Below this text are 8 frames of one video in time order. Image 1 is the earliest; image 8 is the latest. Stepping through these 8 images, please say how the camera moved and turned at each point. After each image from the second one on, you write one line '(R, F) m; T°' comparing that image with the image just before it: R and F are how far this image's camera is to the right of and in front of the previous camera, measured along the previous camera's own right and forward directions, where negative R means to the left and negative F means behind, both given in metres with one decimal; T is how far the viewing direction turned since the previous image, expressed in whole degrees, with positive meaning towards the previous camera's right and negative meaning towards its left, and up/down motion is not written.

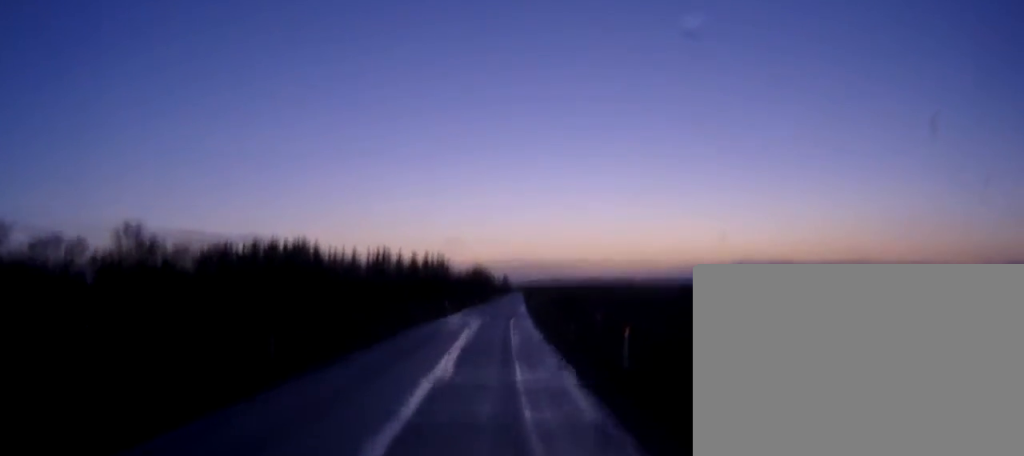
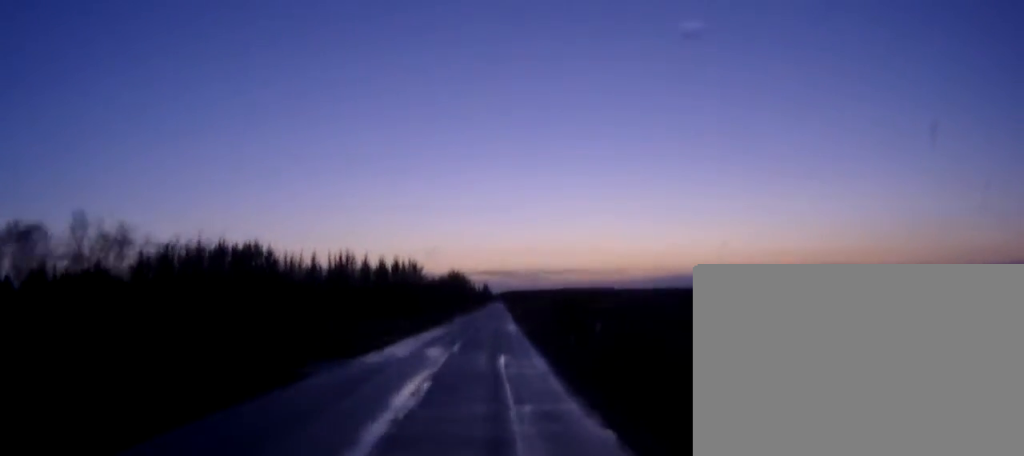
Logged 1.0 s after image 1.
(+0.1, +20.1) m; +1°
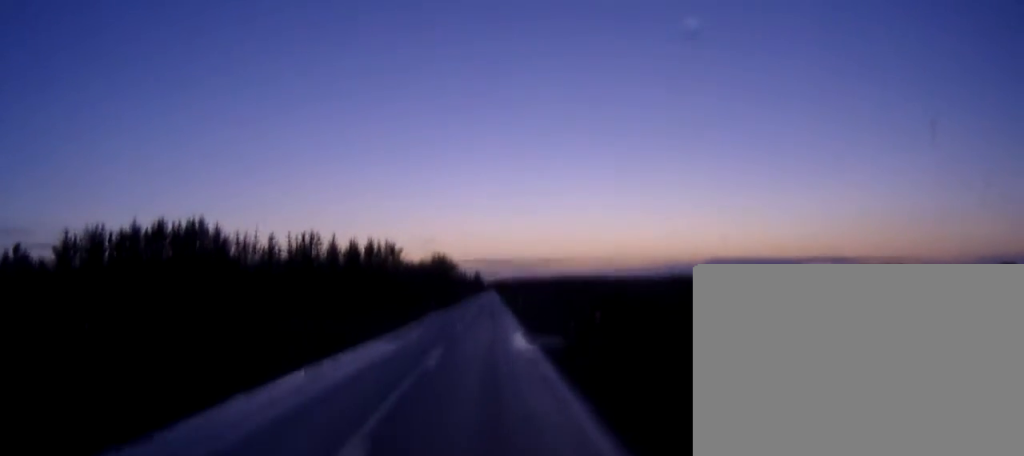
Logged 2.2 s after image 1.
(+0.1, +23.4) m; +1°
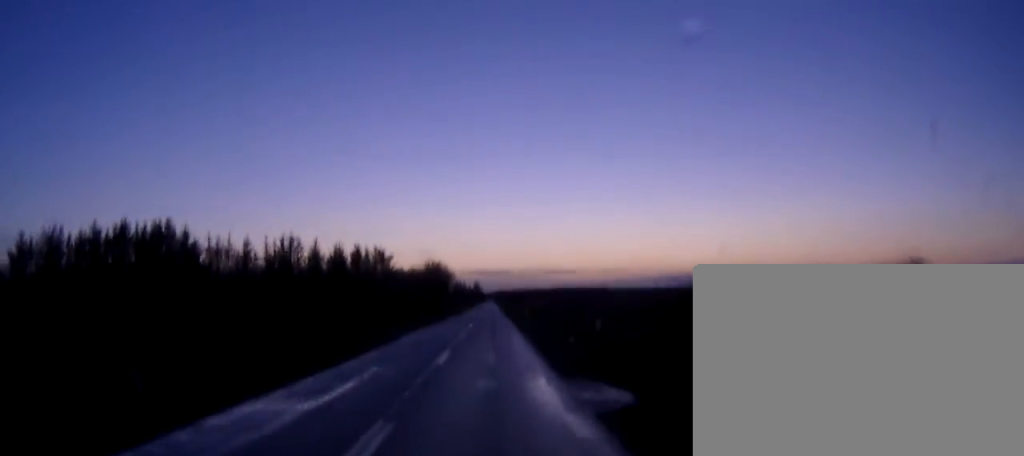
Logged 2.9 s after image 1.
(0.0, +12.3) m; 0°
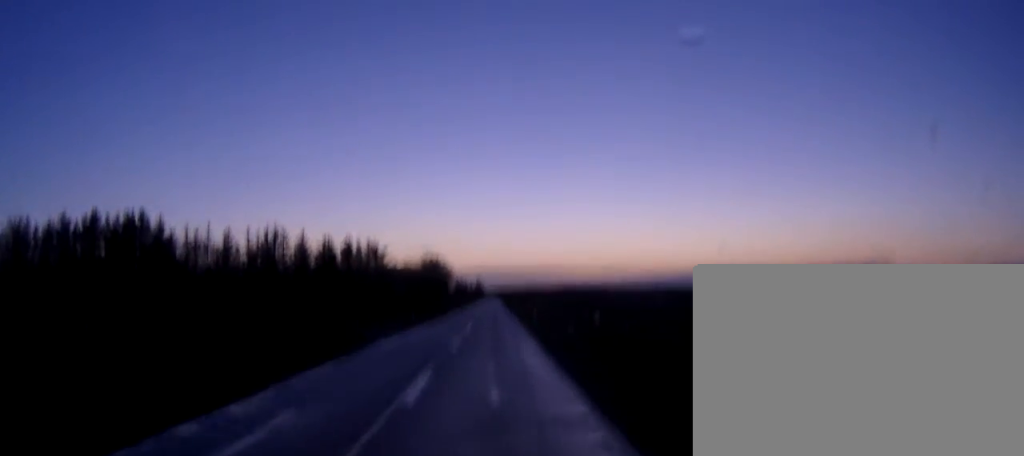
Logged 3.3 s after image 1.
(0.0, +9.1) m; 0°
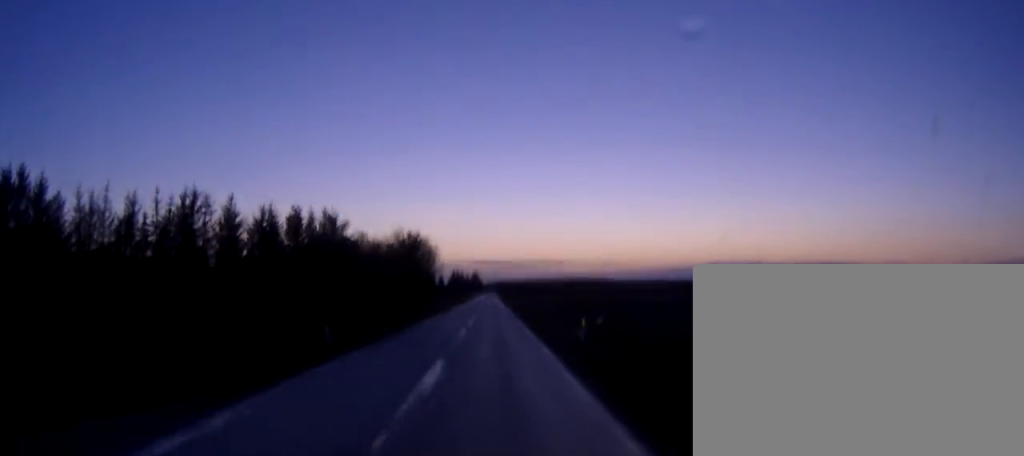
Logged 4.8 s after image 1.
(+0.1, +28.1) m; 0°
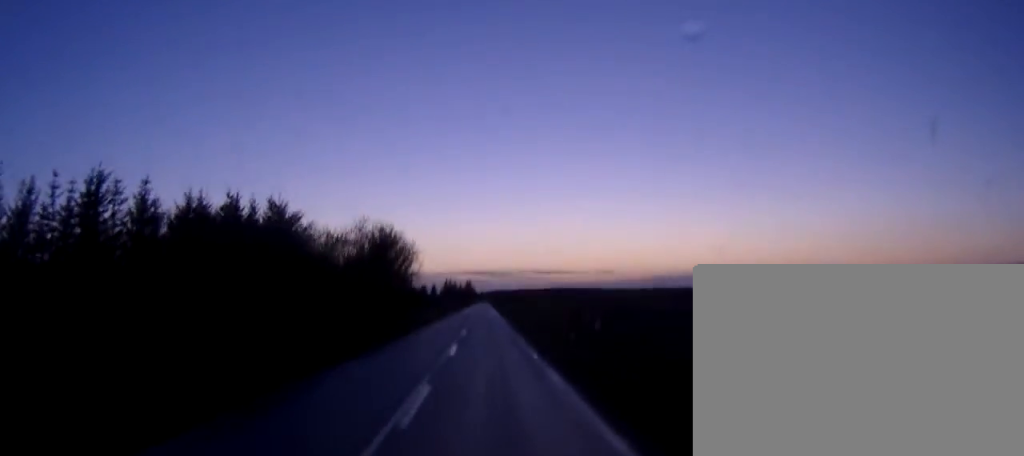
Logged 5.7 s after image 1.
(0.0, +18.3) m; 0°
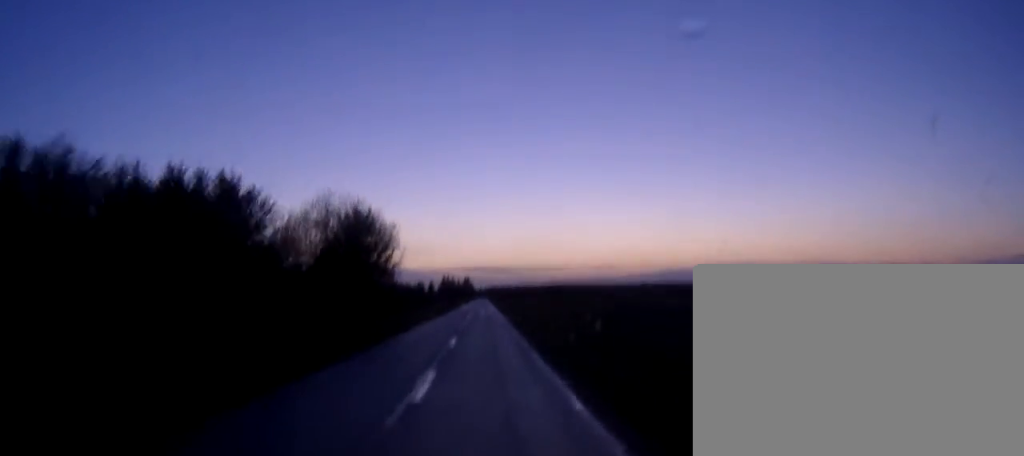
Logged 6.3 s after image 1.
(-0.1, +11.7) m; 0°
